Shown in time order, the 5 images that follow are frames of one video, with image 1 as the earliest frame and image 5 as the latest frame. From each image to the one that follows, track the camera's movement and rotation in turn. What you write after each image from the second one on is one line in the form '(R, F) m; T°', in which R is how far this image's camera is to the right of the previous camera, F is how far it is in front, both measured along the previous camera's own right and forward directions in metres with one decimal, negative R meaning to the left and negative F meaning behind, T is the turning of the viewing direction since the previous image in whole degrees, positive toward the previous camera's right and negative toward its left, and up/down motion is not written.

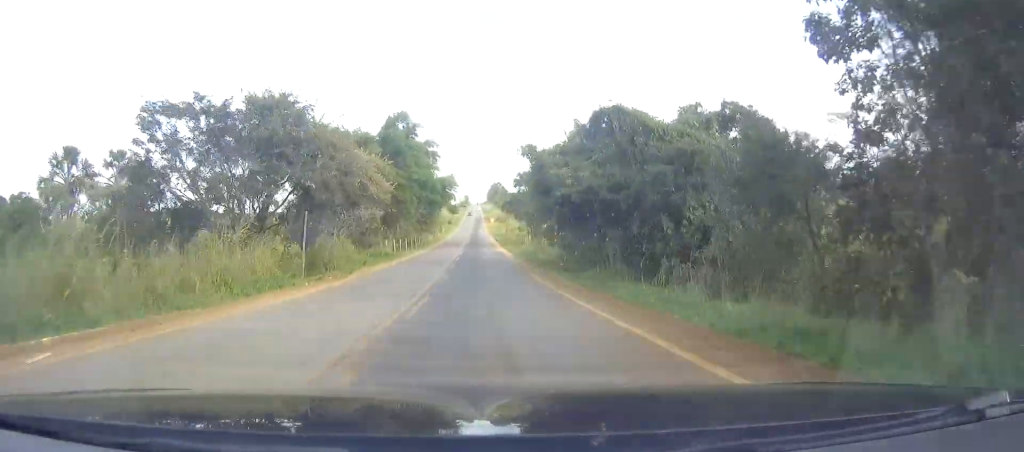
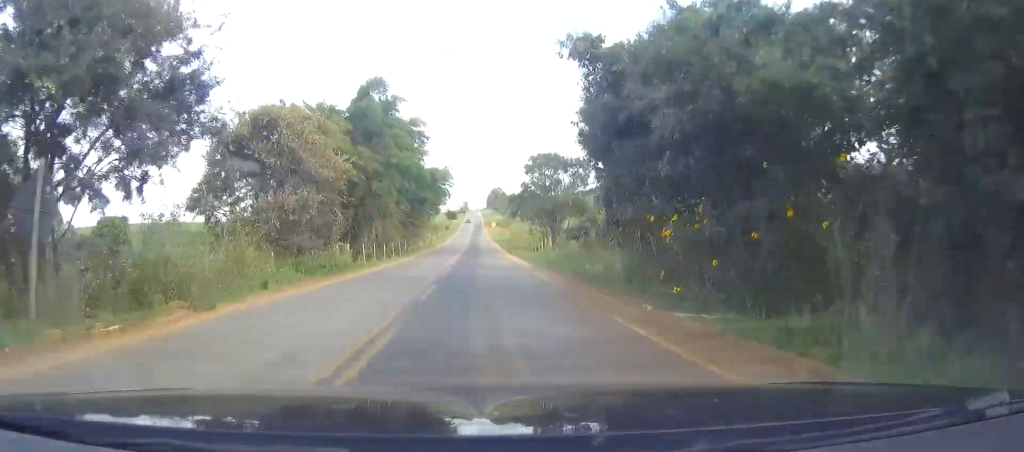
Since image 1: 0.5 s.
(+0.1, +15.3) m; 0°
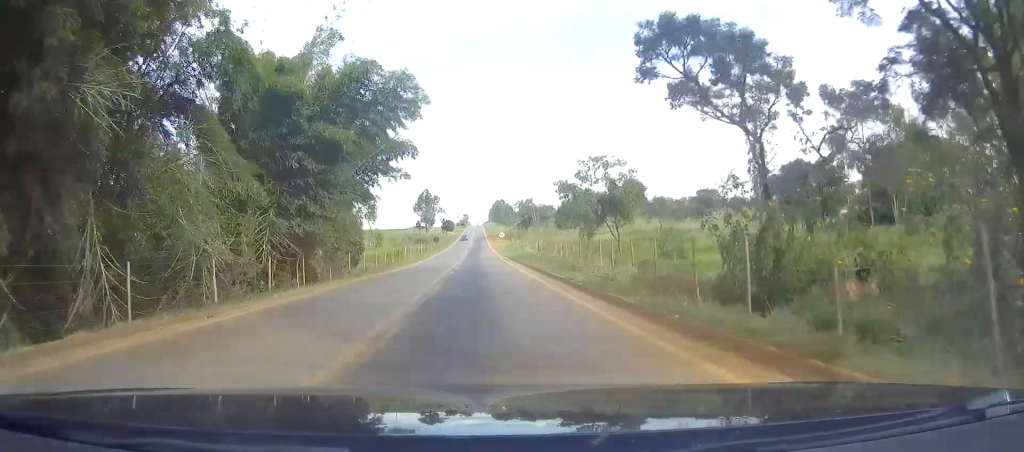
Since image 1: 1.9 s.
(0.0, +42.9) m; 0°
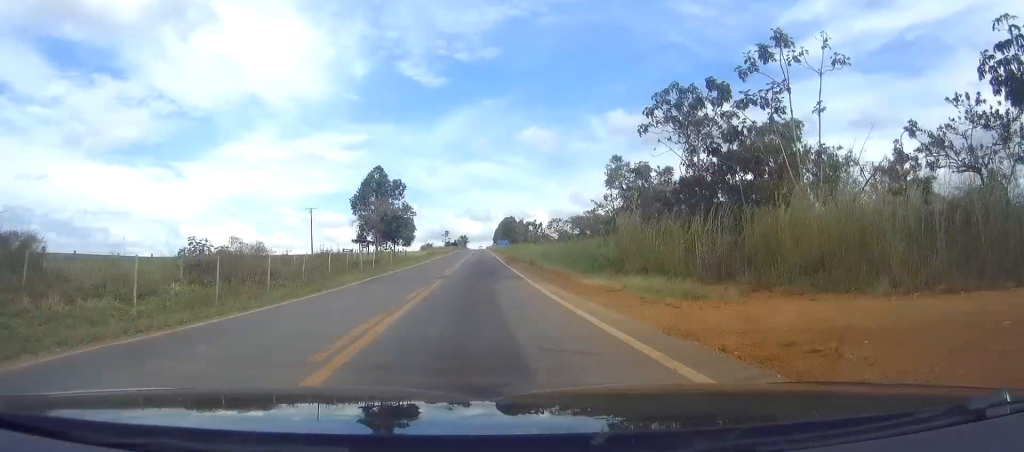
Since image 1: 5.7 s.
(+0.1, +115.3) m; 0°
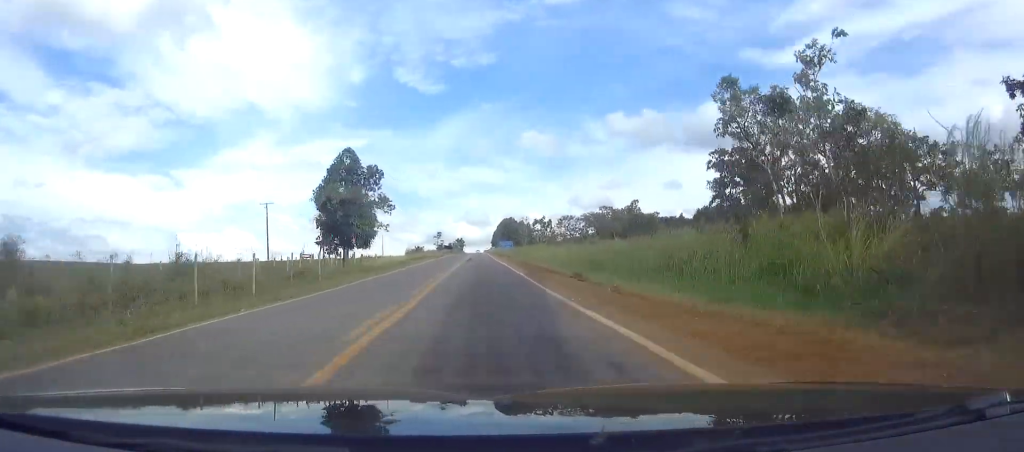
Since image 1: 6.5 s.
(0.0, +25.3) m; 0°
